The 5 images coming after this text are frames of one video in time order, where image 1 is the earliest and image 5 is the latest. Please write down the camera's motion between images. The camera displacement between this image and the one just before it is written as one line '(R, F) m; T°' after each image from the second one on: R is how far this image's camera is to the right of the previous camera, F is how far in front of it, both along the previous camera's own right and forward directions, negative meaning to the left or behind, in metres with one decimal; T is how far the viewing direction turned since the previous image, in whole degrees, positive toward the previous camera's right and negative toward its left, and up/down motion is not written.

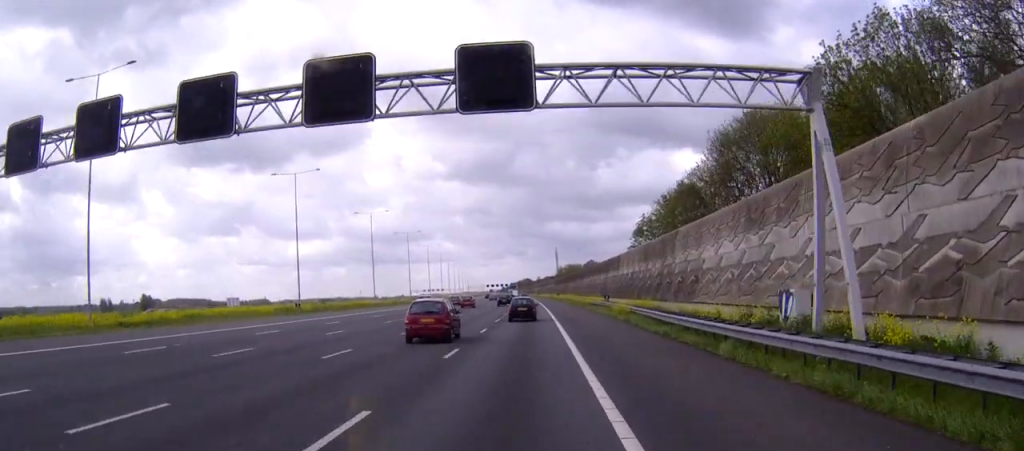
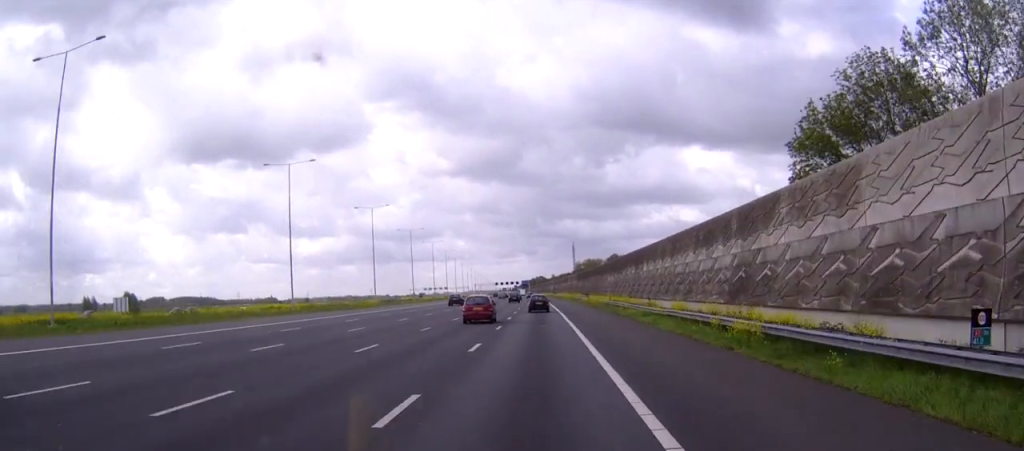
(-0.5, +59.7) m; -1°
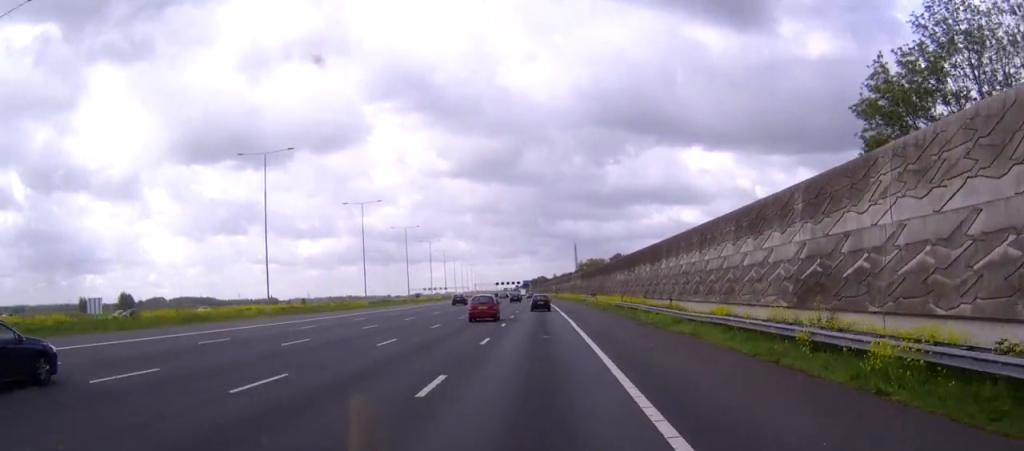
(0.0, +9.5) m; 0°
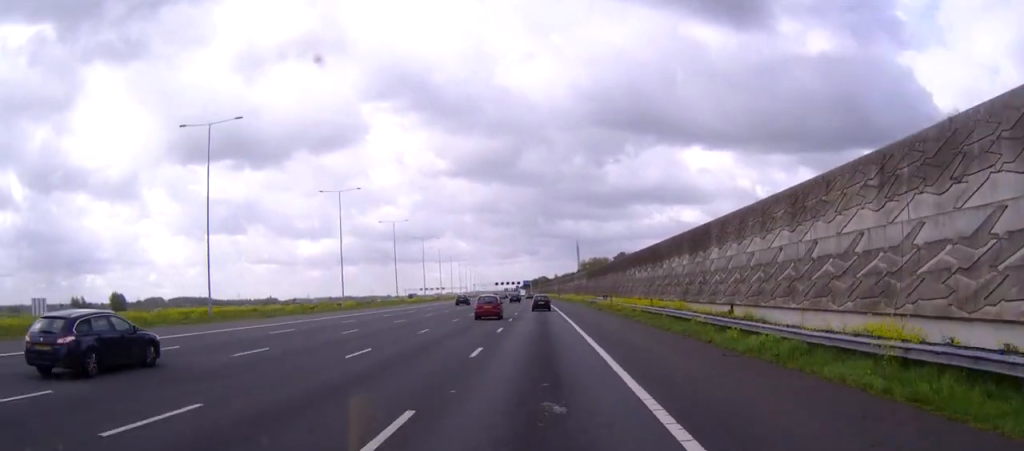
(0.0, +16.8) m; 0°
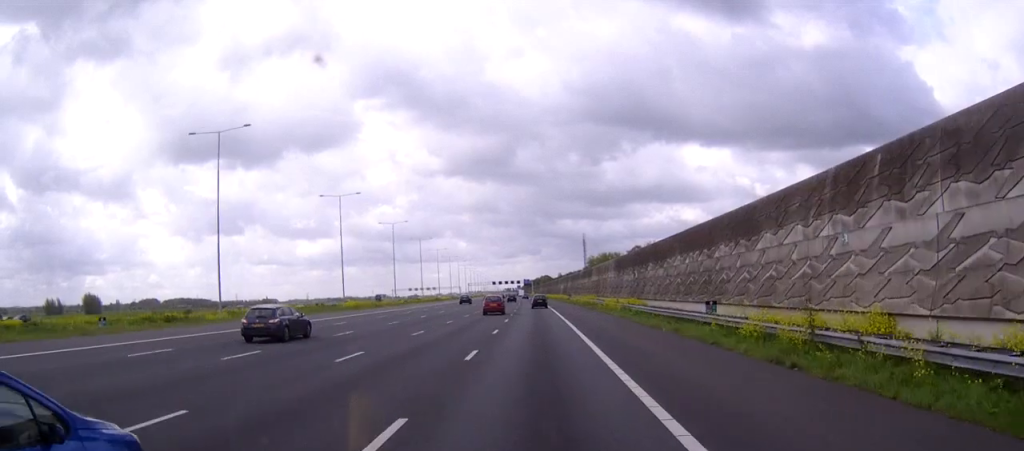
(-0.2, +49.9) m; -1°
